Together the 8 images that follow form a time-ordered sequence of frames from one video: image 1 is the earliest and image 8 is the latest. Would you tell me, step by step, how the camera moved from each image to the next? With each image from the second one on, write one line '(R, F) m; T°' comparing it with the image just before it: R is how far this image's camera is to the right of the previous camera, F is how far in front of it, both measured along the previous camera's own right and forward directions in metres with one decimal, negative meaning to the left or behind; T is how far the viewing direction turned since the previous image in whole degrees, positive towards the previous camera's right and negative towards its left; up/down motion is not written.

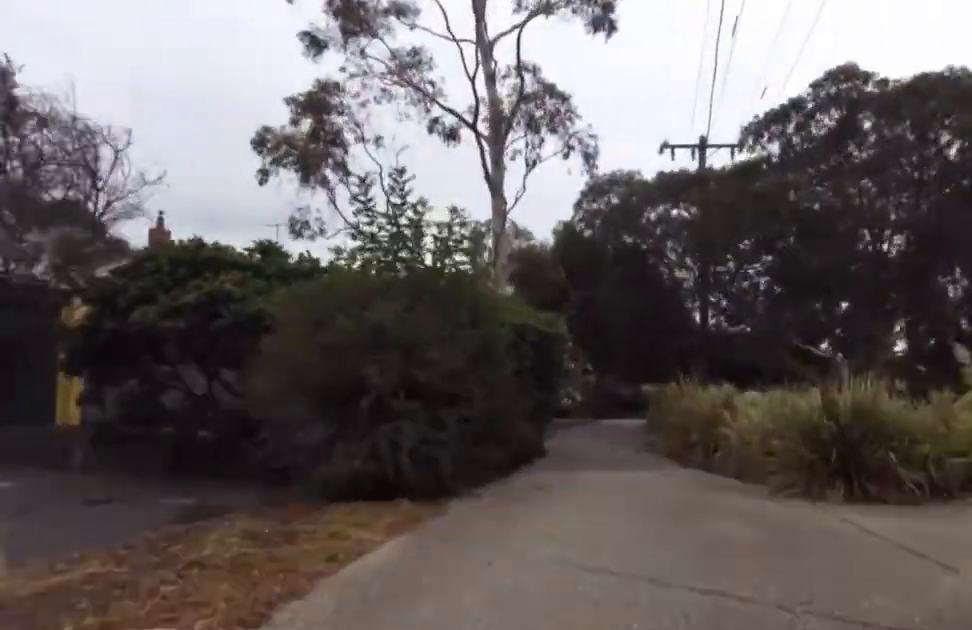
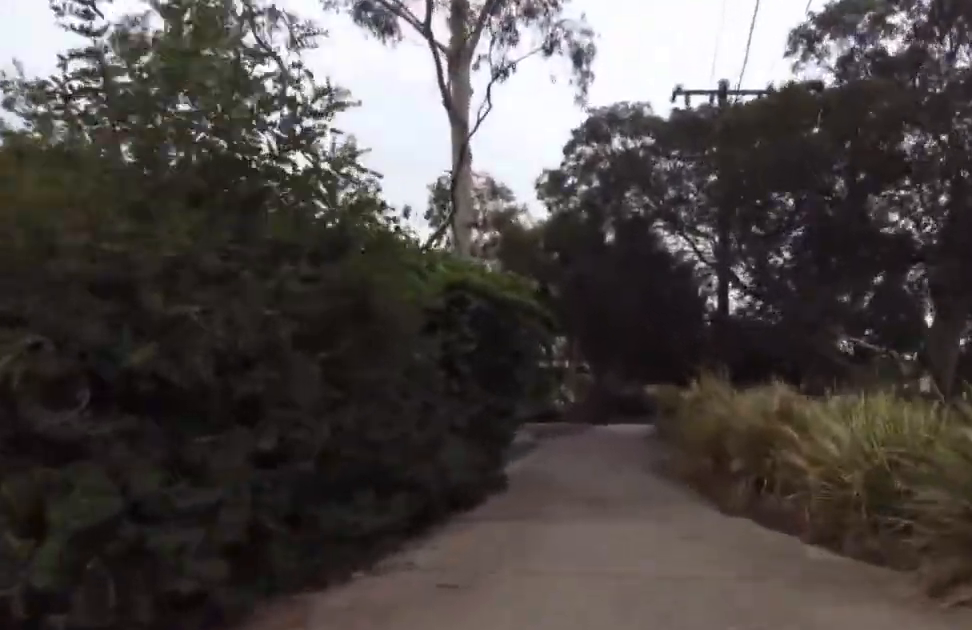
(+1.0, +3.7) m; 0°
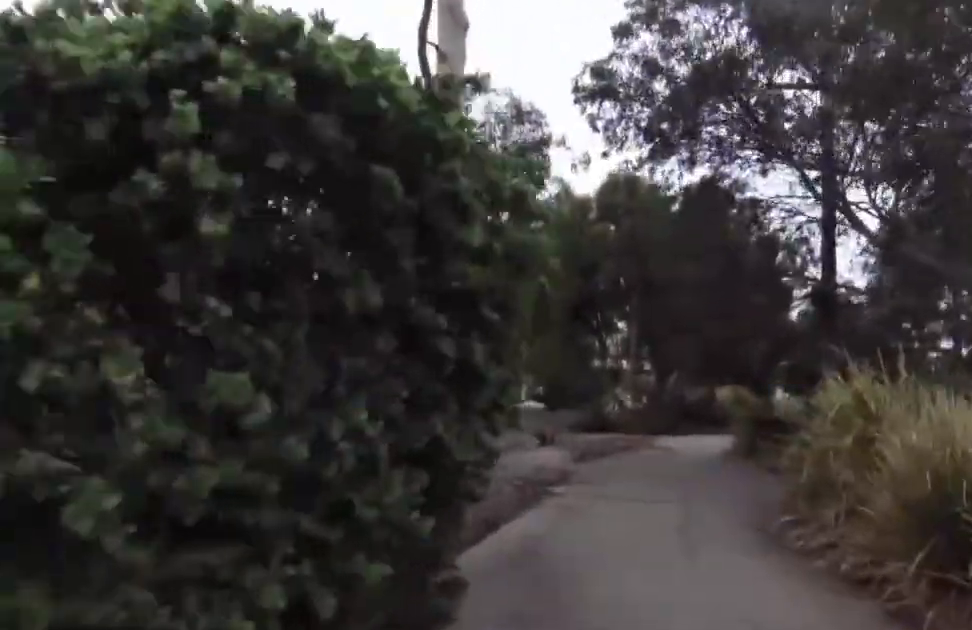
(-1.0, +4.5) m; -11°
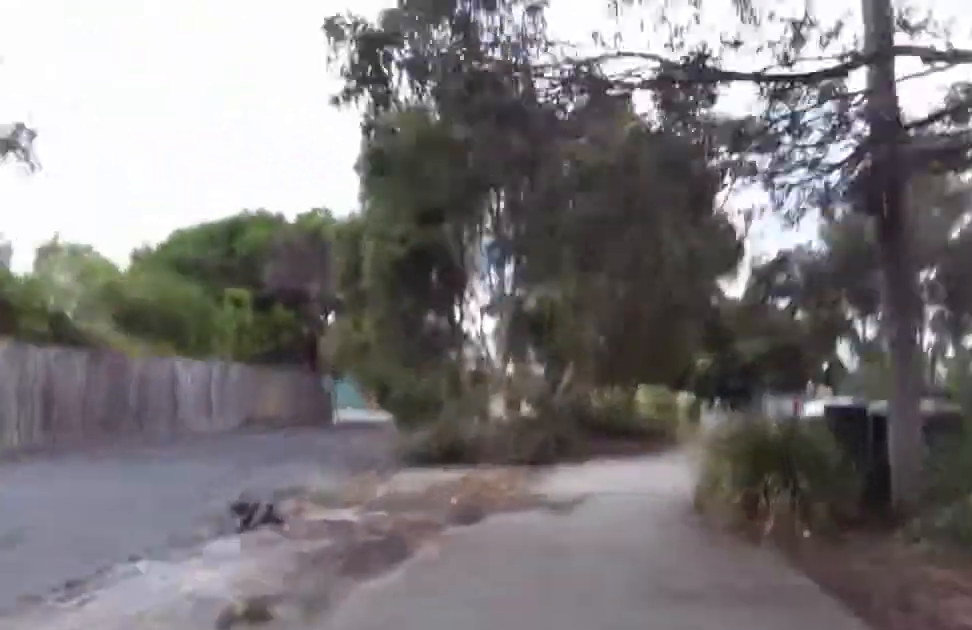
(+0.3, +7.7) m; +15°
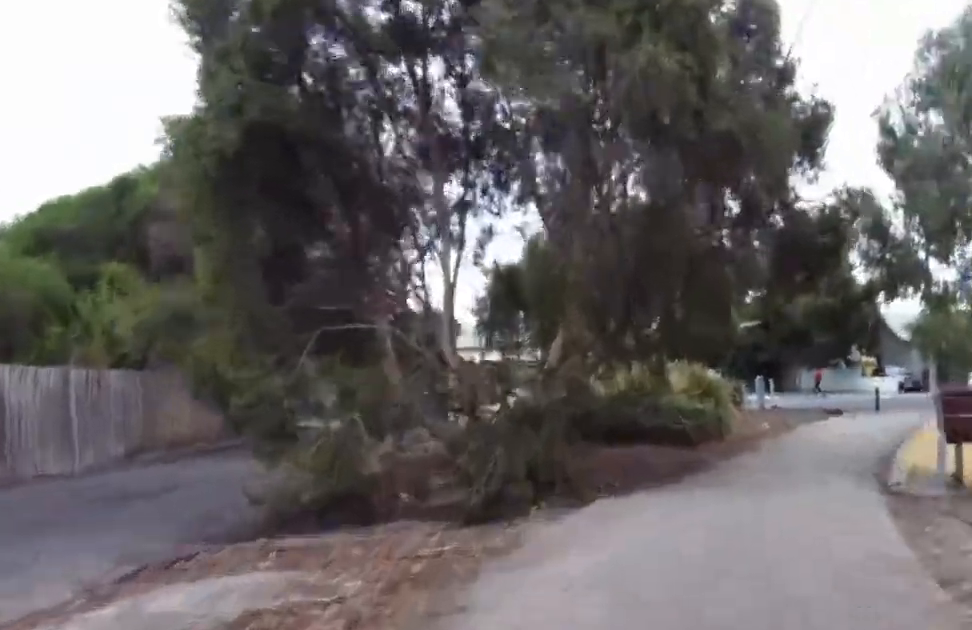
(+0.9, +5.2) m; +9°
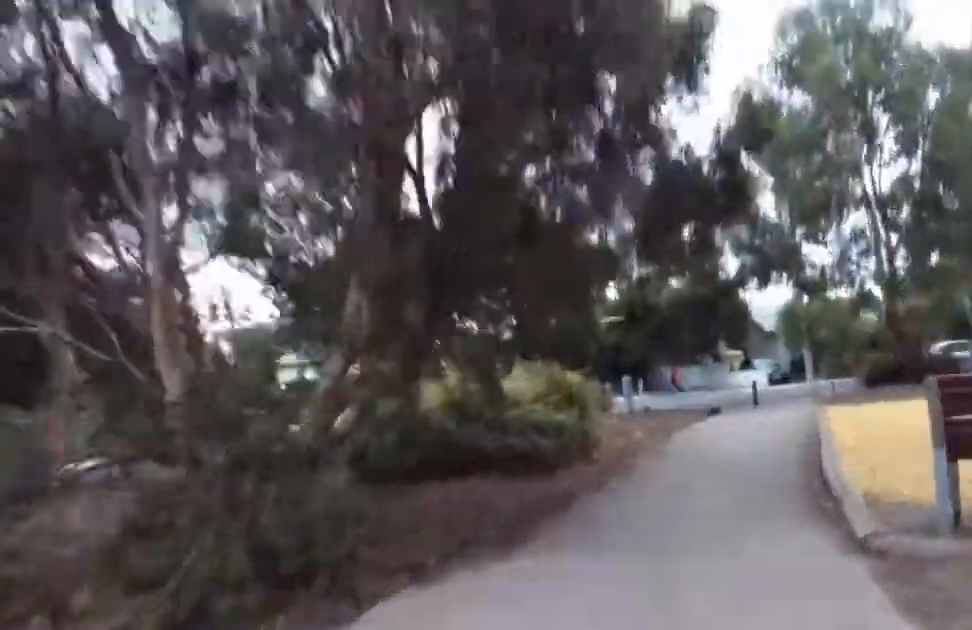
(-0.2, +2.5) m; 0°
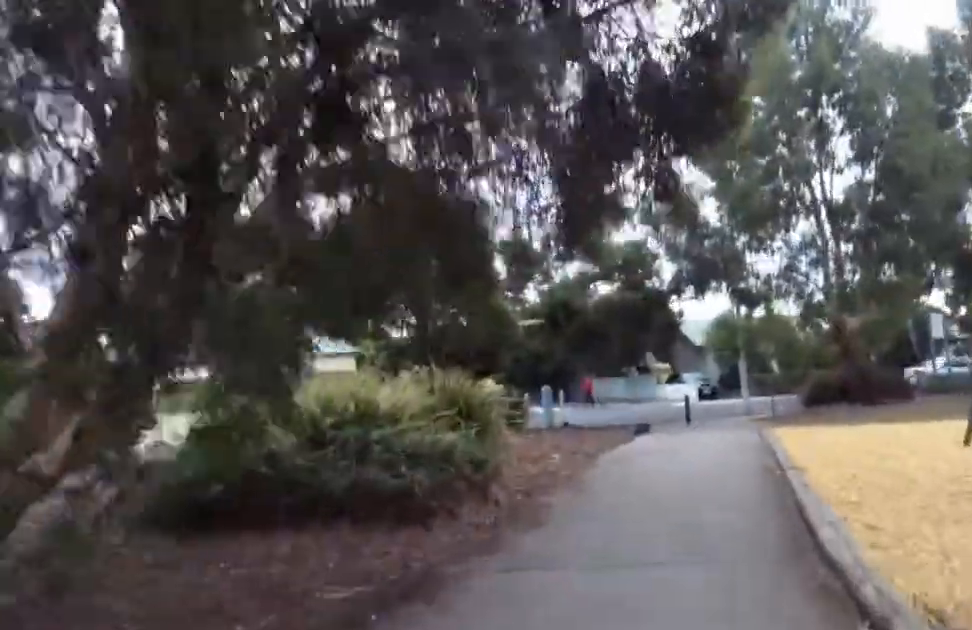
(+0.1, +2.0) m; +3°
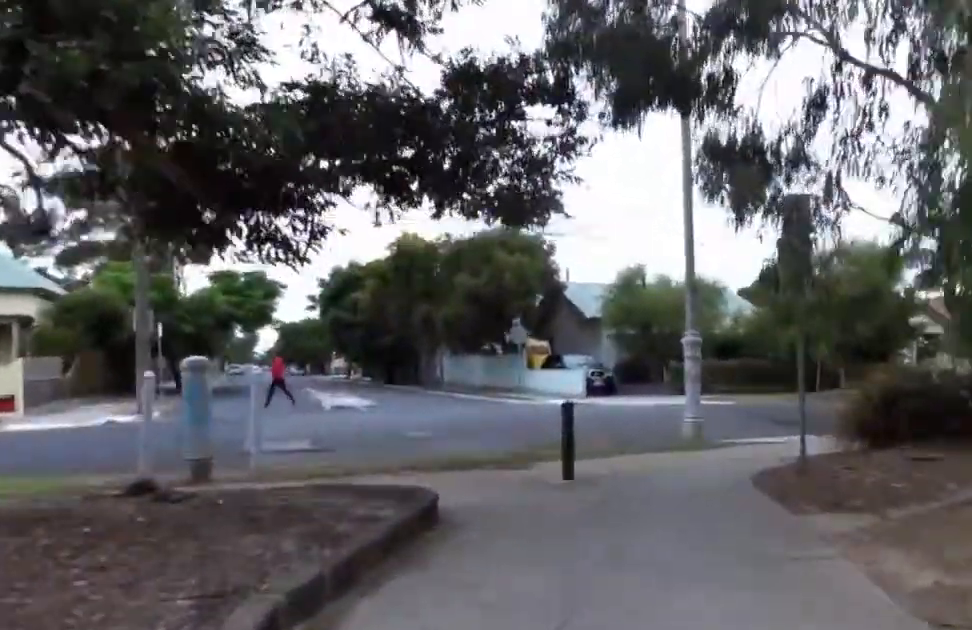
(+1.4, +11.0) m; +9°
